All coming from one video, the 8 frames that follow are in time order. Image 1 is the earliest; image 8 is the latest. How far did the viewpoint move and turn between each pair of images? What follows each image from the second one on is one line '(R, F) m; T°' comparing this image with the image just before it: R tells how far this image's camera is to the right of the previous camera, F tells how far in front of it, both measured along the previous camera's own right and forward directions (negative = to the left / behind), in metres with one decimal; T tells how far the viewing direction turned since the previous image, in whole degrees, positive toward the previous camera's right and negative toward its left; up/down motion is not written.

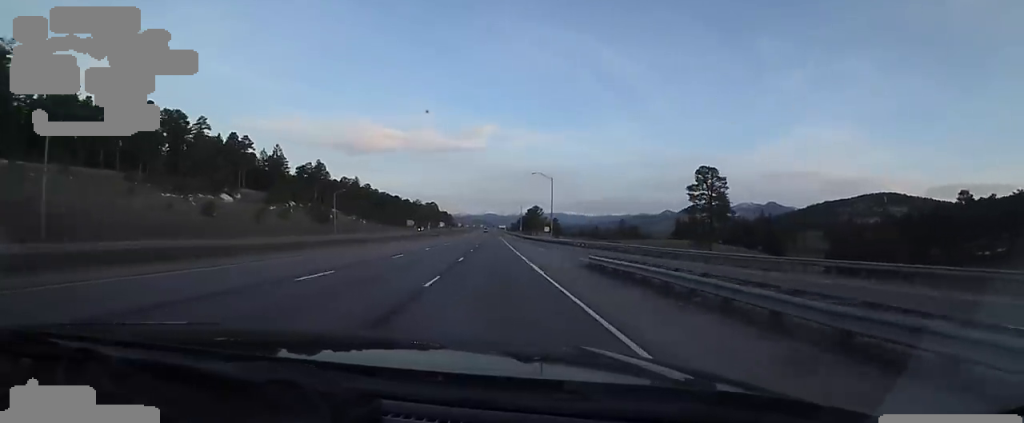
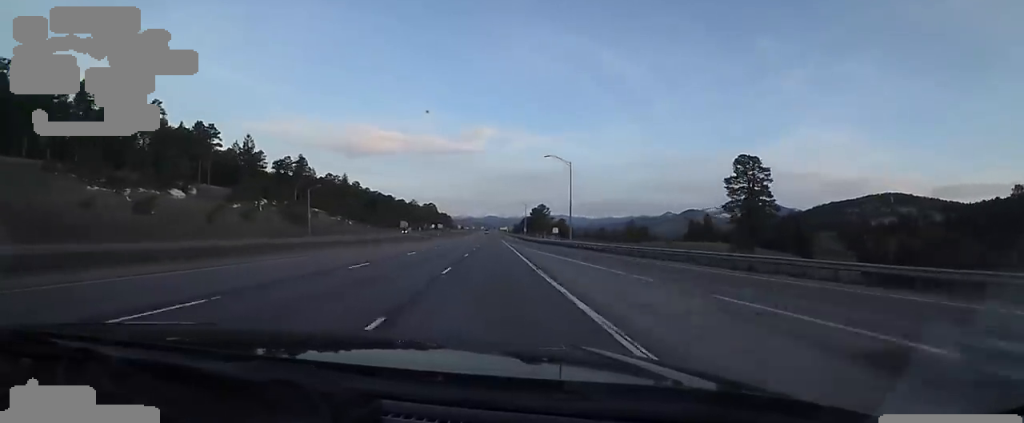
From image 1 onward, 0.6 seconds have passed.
(+0.5, +19.6) m; 0°
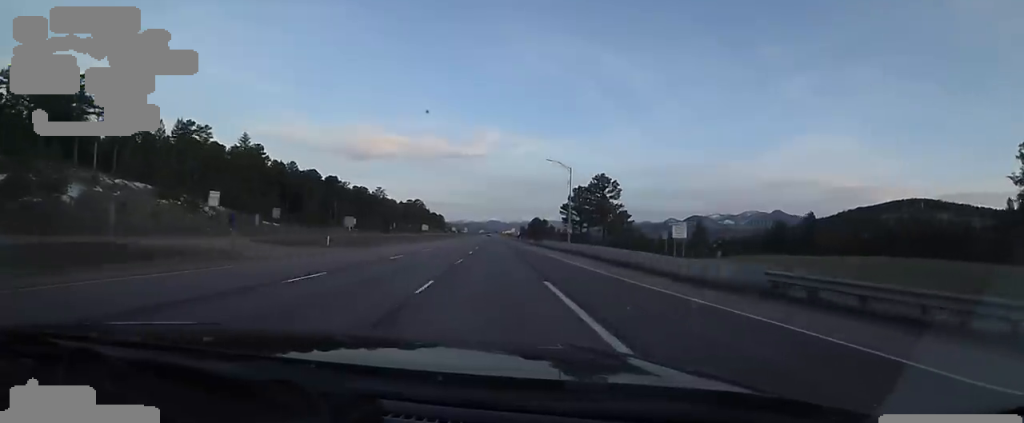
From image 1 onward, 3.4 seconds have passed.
(+0.6, +90.4) m; 0°
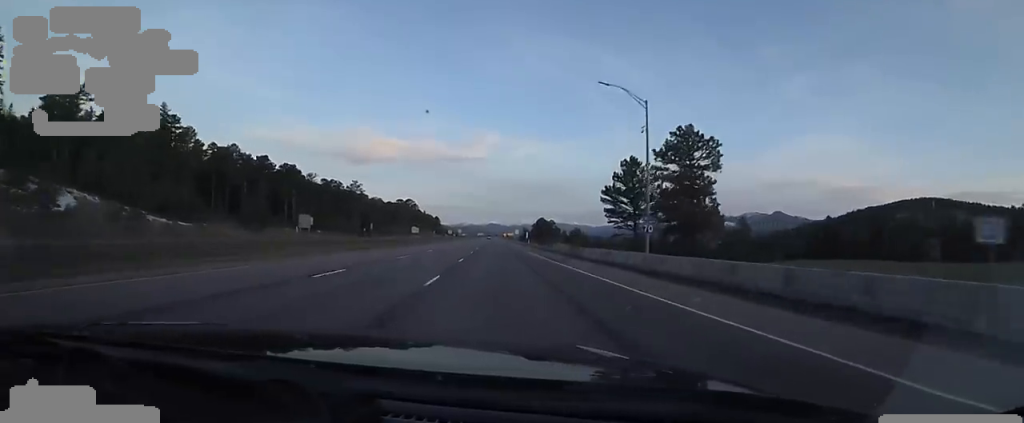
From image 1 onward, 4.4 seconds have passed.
(-1.2, +34.2) m; -2°
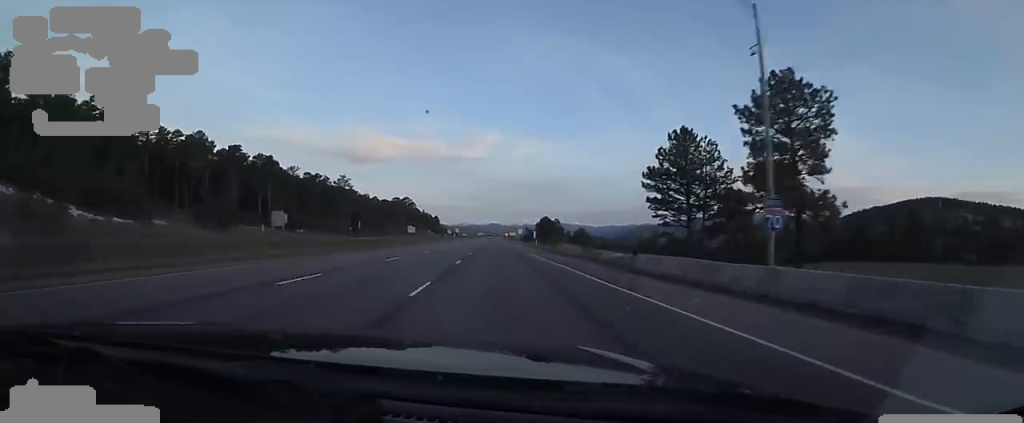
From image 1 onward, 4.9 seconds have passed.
(0.0, +14.8) m; 0°
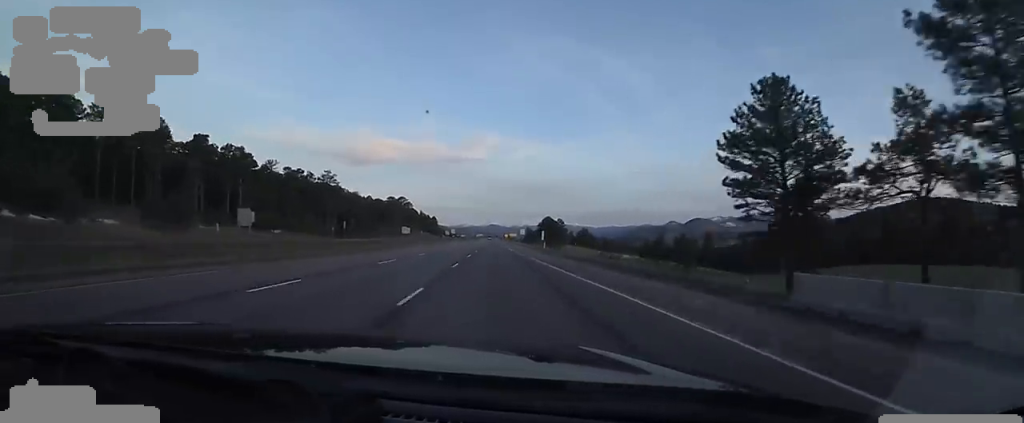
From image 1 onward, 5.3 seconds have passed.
(0.0, +13.6) m; +1°
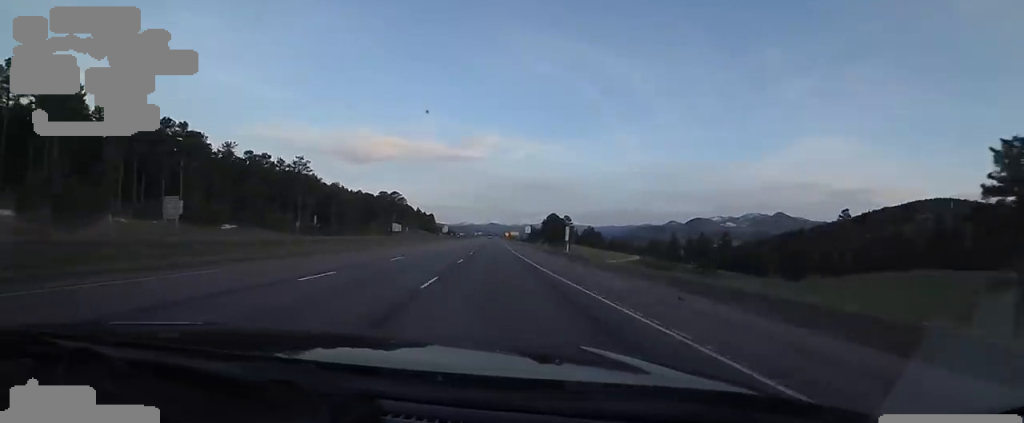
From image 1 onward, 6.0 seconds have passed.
(0.0, +20.6) m; +2°
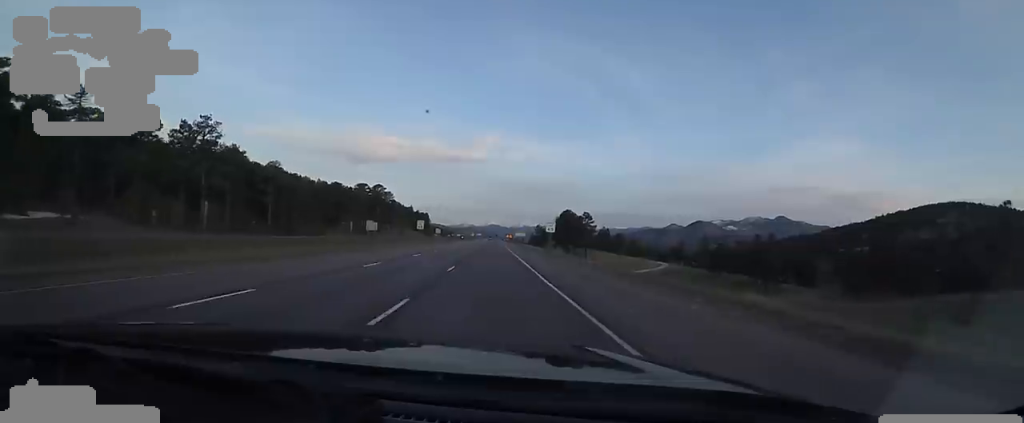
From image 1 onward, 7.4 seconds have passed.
(+1.4, +41.4) m; 0°
